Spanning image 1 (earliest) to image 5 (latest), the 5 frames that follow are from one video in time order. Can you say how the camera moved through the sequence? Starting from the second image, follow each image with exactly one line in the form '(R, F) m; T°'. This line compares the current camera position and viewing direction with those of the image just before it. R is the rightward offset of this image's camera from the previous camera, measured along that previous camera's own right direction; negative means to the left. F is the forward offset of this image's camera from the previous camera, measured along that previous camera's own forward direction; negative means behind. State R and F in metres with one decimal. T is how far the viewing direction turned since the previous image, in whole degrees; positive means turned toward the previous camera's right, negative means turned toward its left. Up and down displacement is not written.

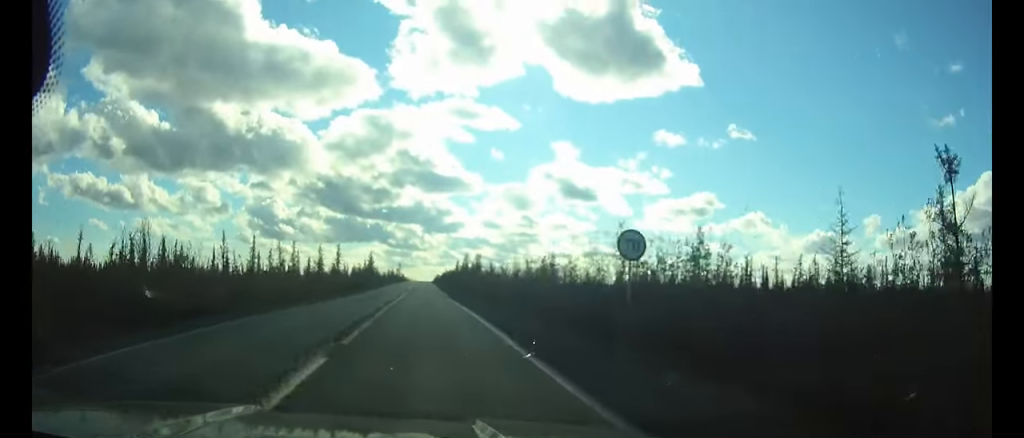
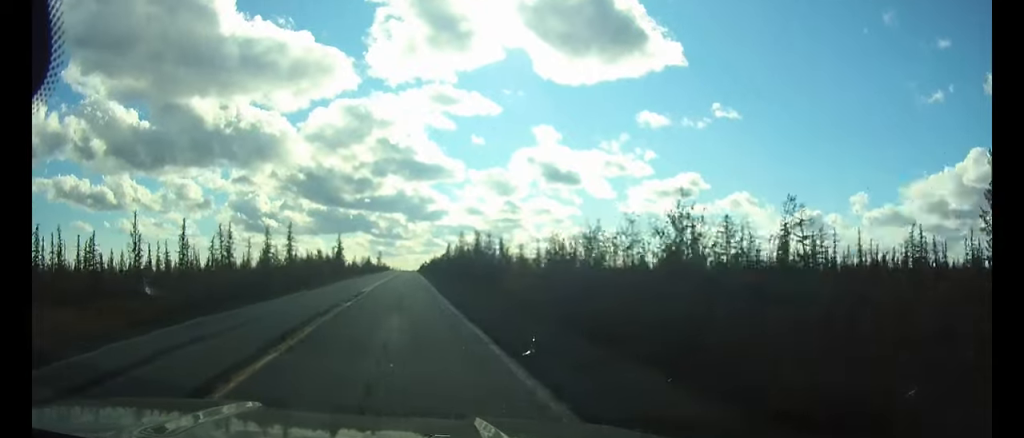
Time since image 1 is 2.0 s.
(+0.1, +45.3) m; 0°
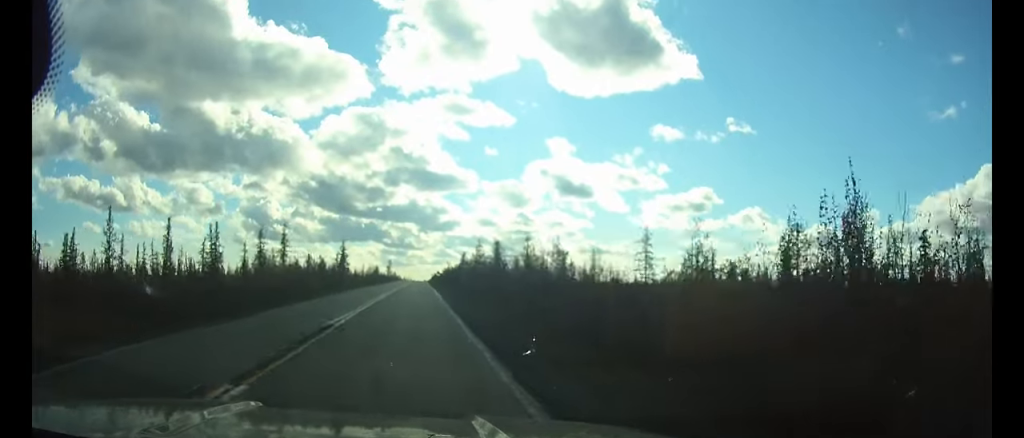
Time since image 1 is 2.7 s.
(0.0, +14.8) m; 0°
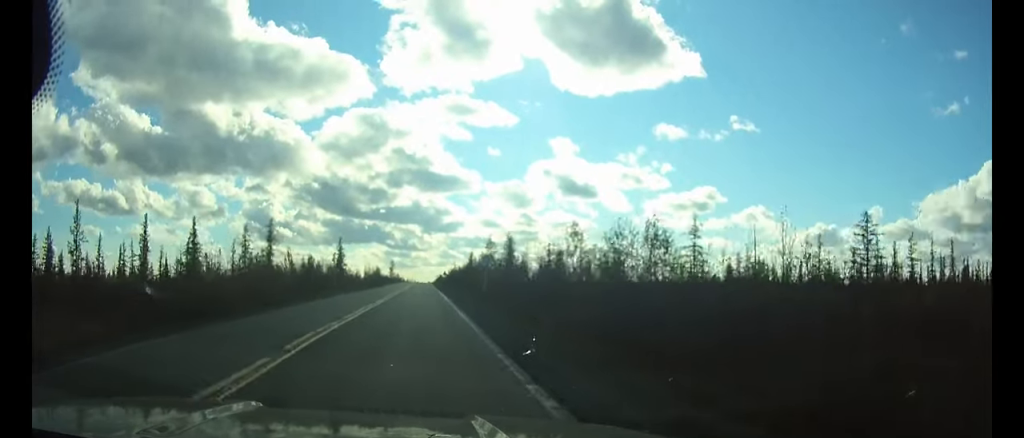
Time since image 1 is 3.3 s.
(0.0, +12.7) m; 0°
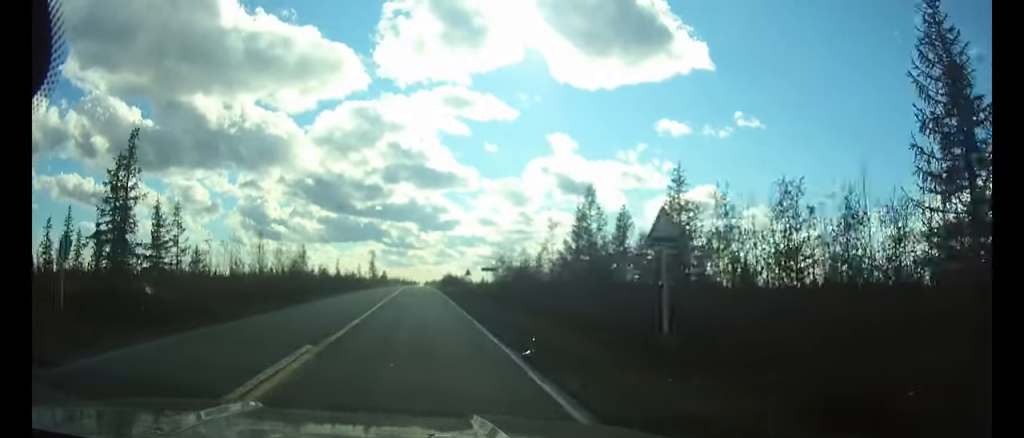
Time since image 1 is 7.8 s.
(-0.1, +98.0) m; 0°
